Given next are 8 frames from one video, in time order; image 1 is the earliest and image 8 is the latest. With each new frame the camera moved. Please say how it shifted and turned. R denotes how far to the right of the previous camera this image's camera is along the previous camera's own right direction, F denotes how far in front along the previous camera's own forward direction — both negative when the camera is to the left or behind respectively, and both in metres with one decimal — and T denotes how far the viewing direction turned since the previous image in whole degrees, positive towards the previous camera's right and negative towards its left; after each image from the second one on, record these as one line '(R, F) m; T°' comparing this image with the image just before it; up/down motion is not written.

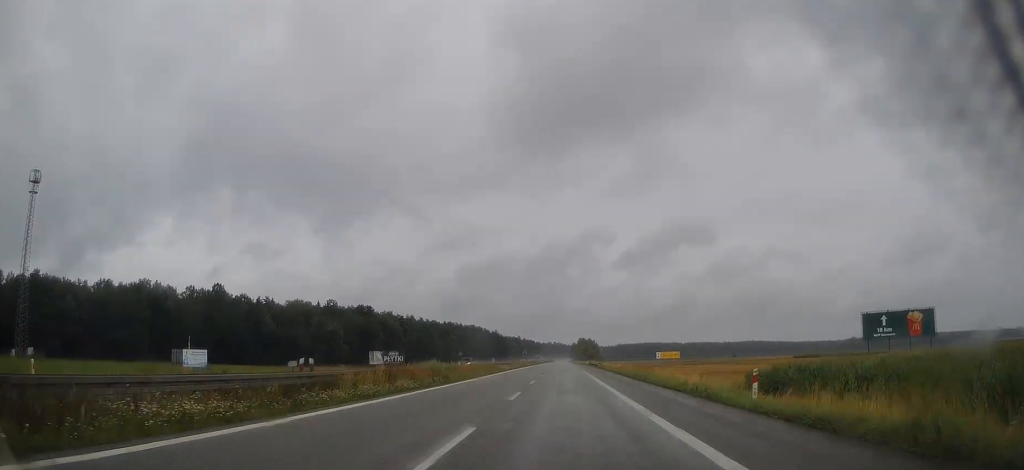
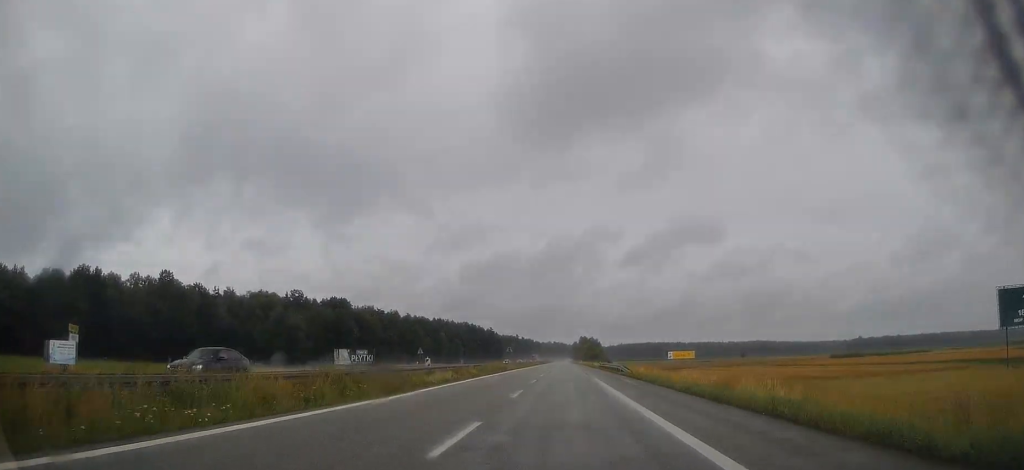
(-0.1, +35.1) m; 0°
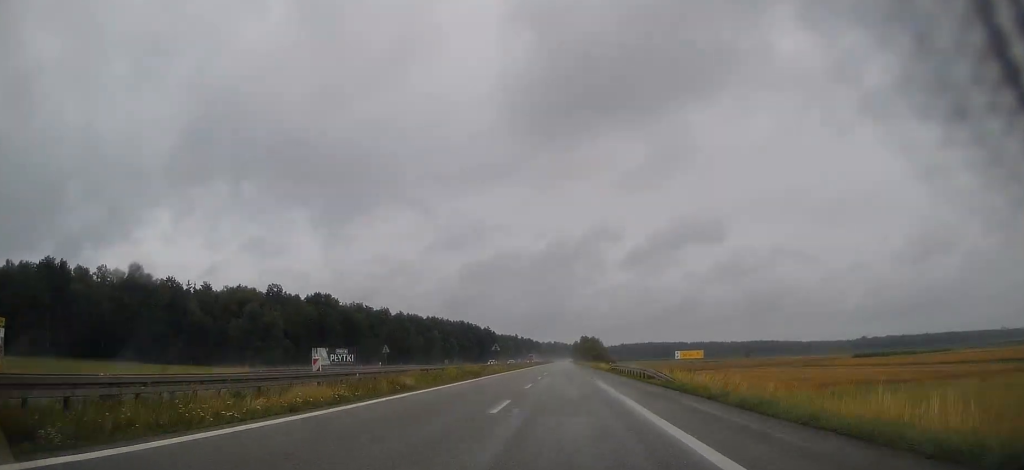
(0.0, +17.5) m; 0°
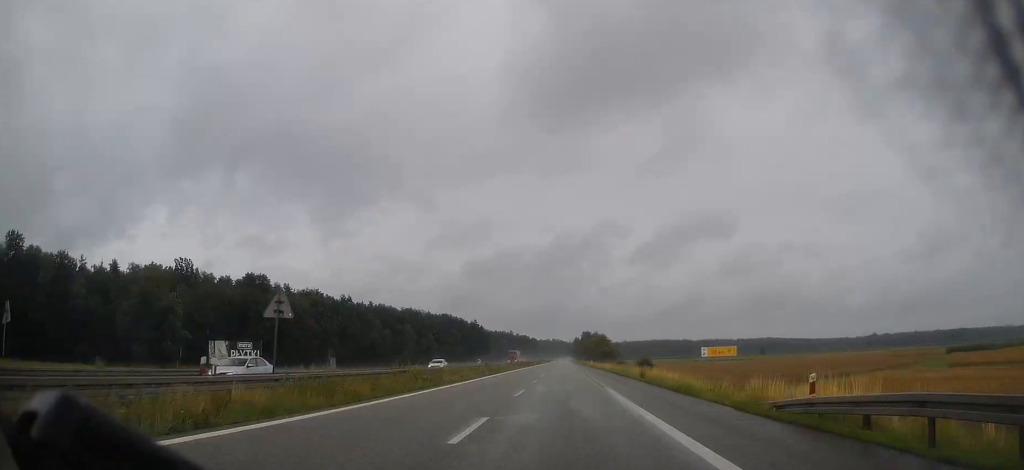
(0.0, +53.1) m; 0°
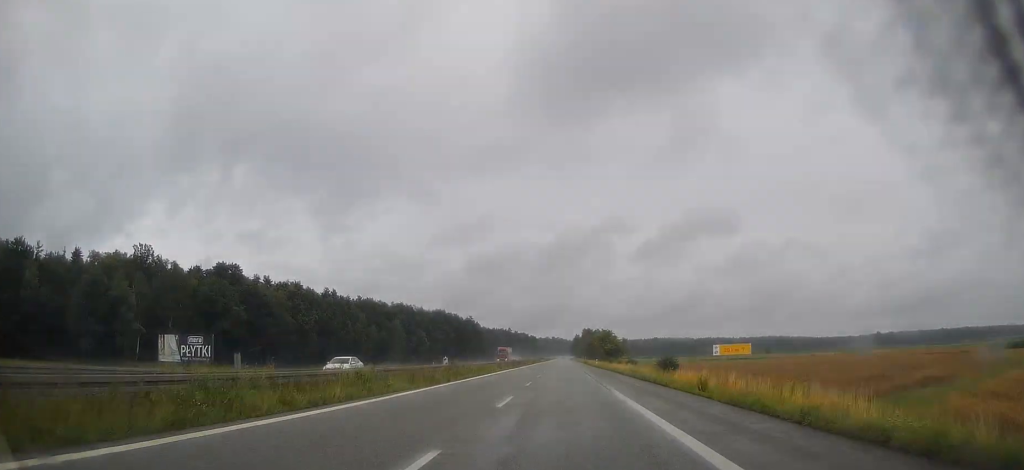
(0.0, +17.3) m; 0°
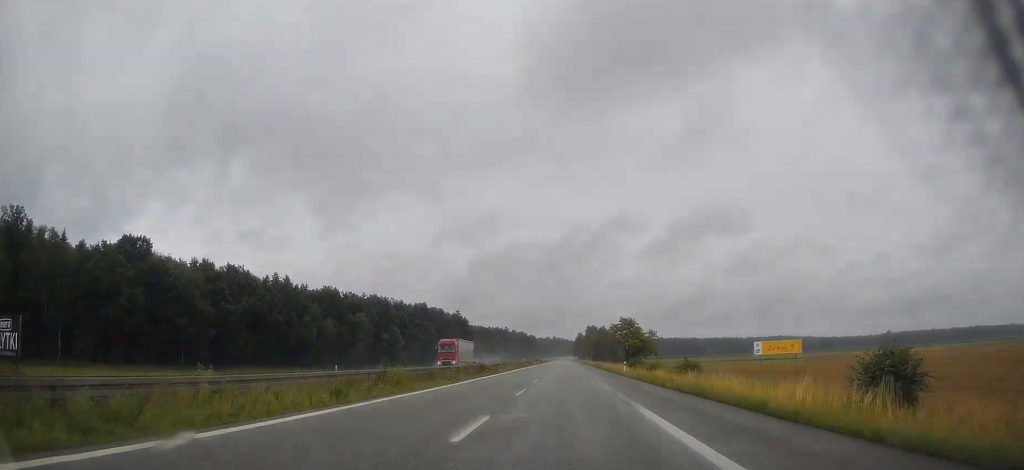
(-0.1, +42.5) m; 0°
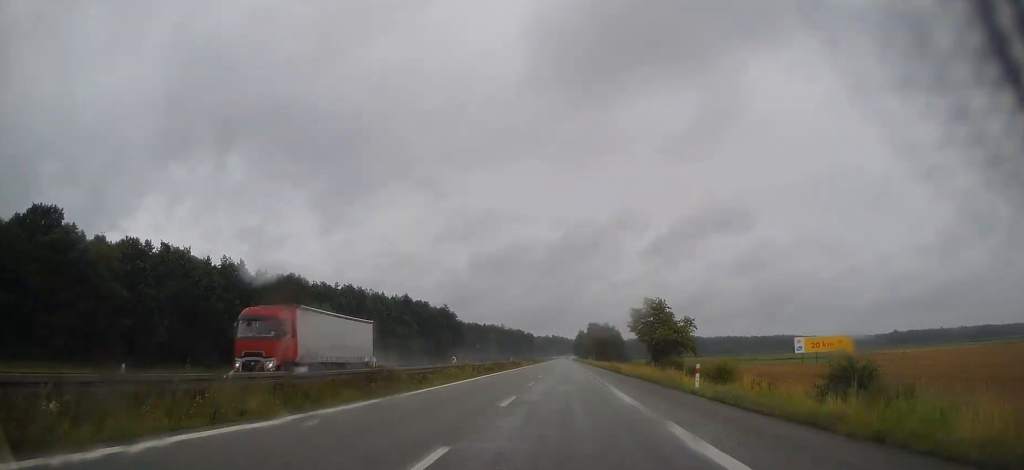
(0.0, +29.2) m; 0°
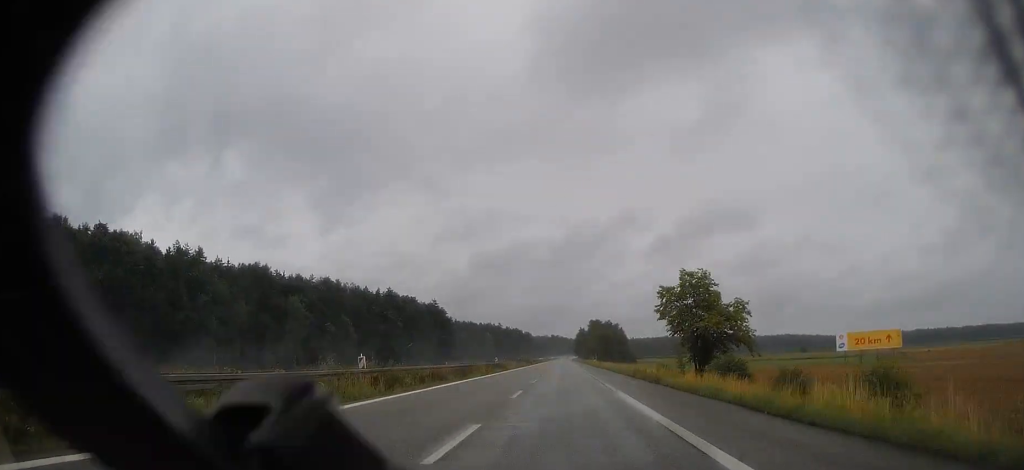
(0.0, +21.0) m; +1°
